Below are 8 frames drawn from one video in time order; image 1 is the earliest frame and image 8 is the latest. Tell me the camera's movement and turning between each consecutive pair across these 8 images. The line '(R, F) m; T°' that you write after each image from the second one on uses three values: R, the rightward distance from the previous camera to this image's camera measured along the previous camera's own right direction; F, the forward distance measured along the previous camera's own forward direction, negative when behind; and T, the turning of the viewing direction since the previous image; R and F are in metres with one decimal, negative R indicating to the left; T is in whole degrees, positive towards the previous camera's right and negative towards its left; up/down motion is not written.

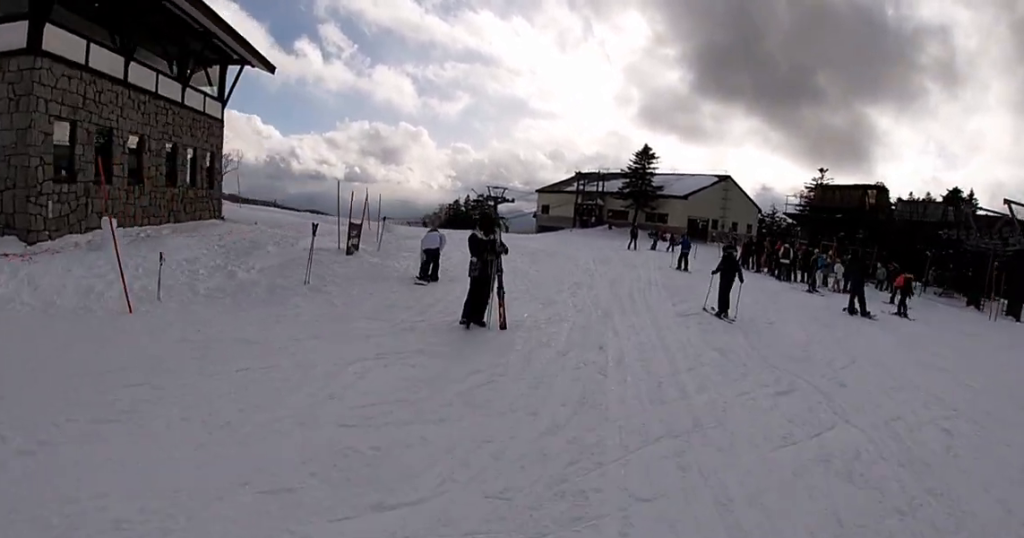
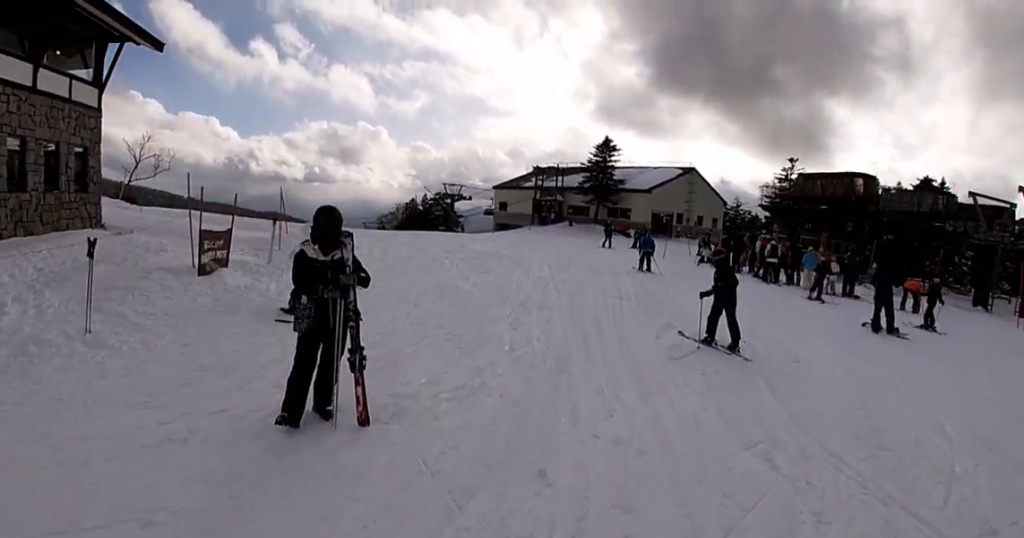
(+0.5, +3.8) m; +2°
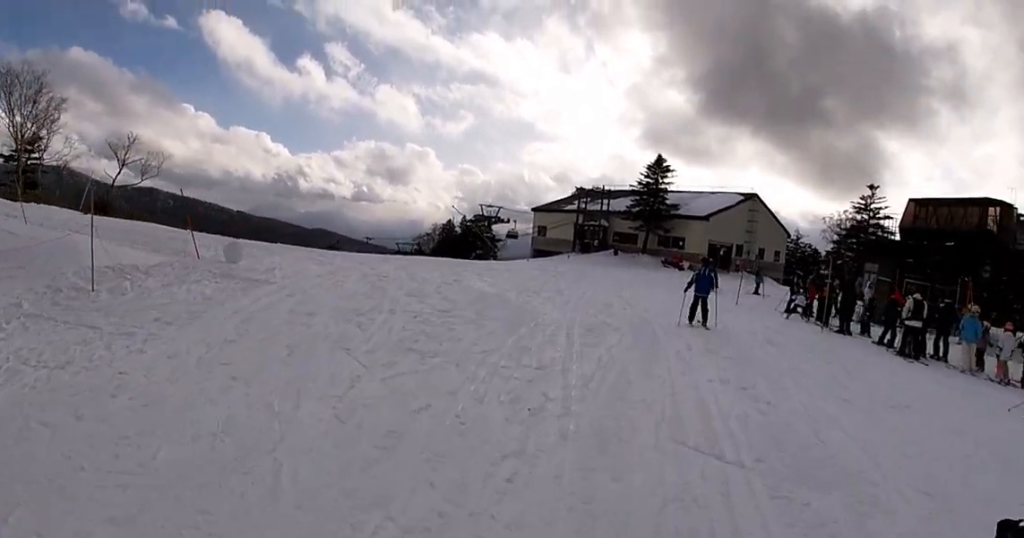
(-0.4, +7.7) m; -9°
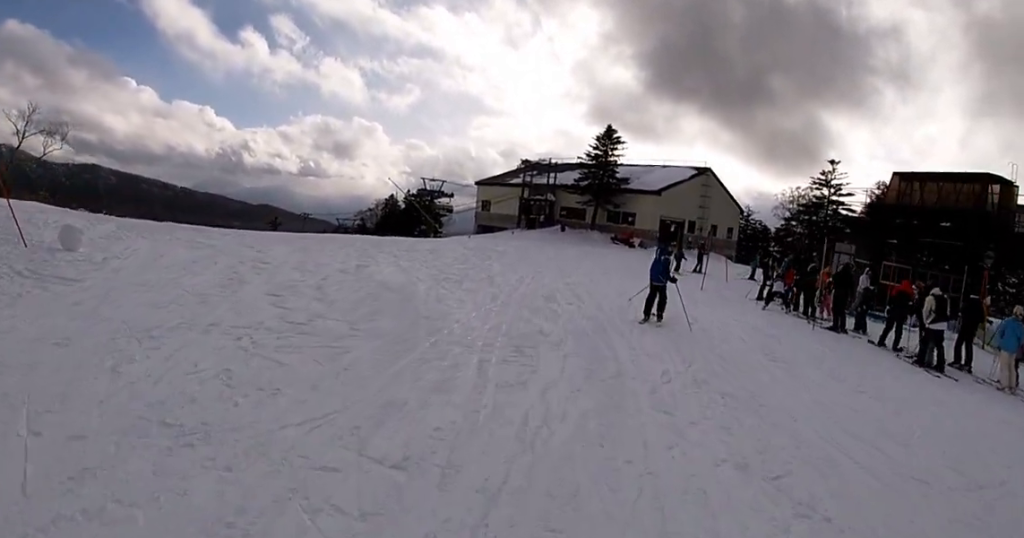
(+0.2, +3.8) m; +4°
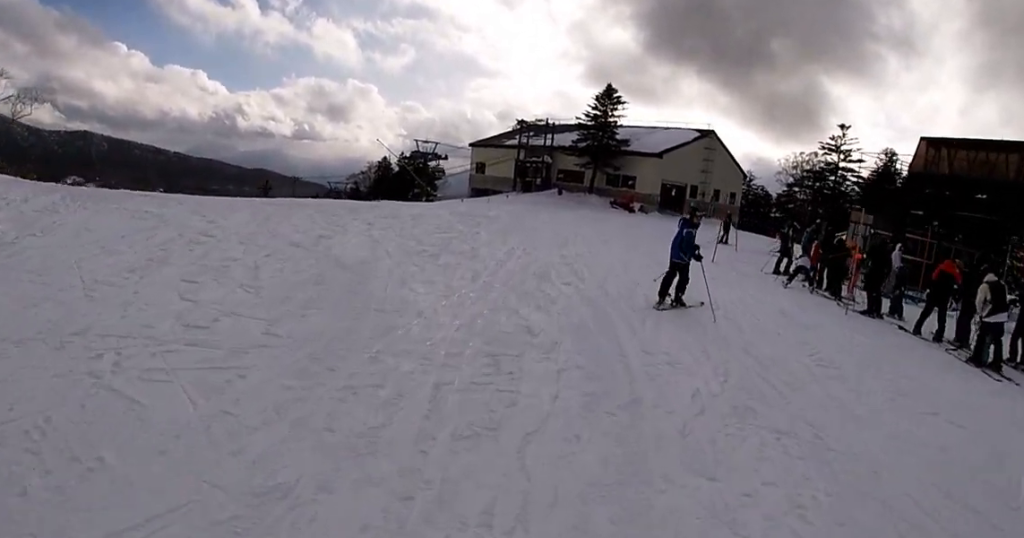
(+0.1, +2.1) m; +2°
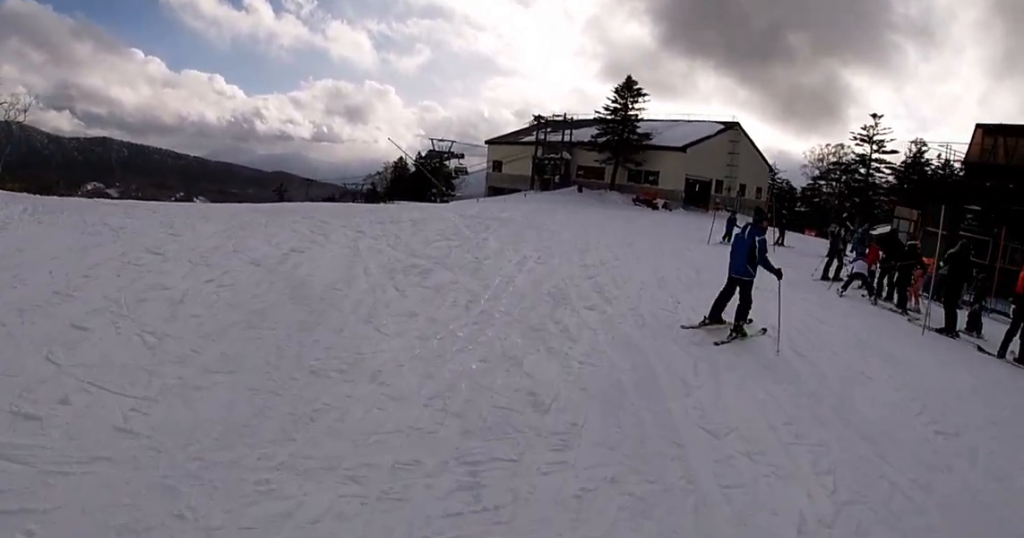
(+0.1, +2.2) m; -7°
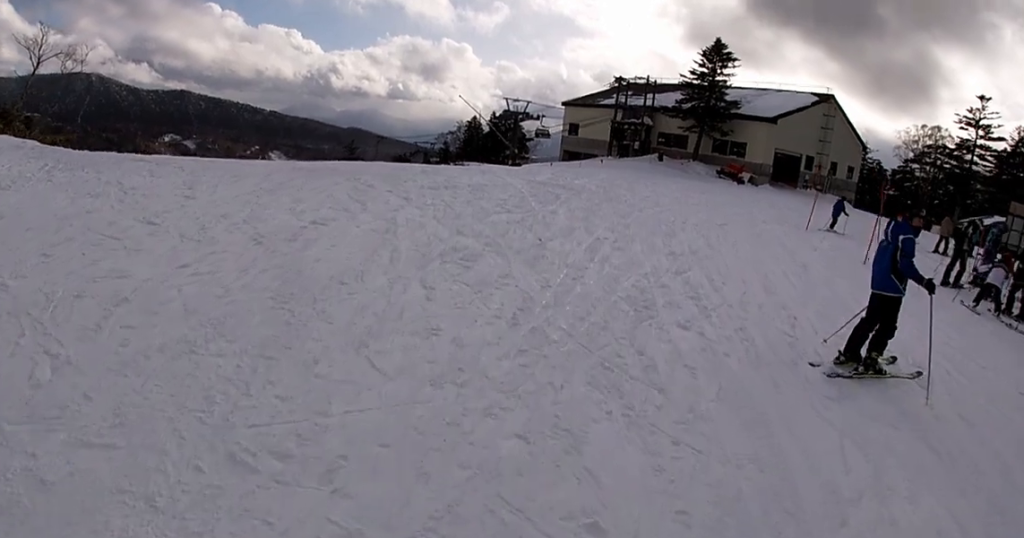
(0.0, +1.9) m; -5°
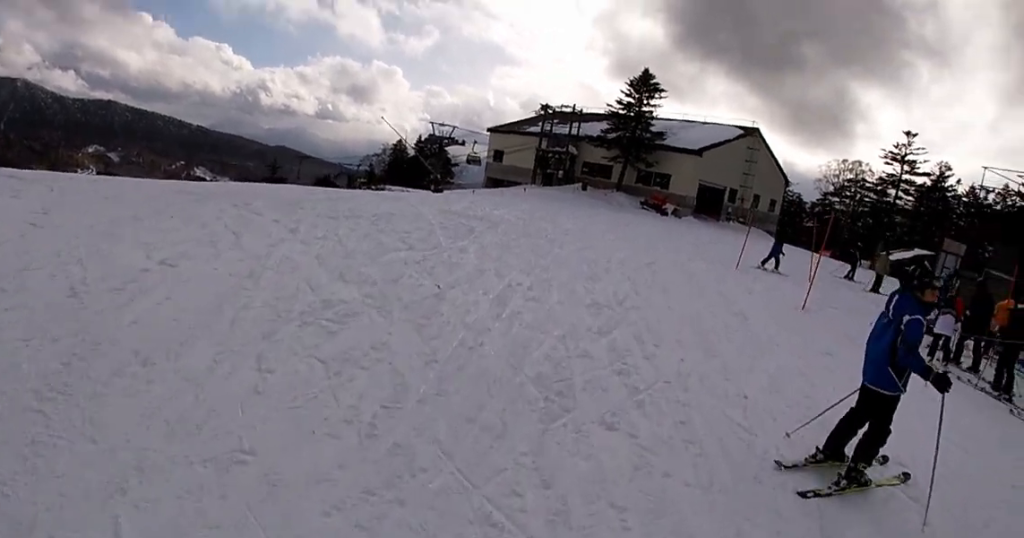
(-0.5, +1.7) m; -1°
